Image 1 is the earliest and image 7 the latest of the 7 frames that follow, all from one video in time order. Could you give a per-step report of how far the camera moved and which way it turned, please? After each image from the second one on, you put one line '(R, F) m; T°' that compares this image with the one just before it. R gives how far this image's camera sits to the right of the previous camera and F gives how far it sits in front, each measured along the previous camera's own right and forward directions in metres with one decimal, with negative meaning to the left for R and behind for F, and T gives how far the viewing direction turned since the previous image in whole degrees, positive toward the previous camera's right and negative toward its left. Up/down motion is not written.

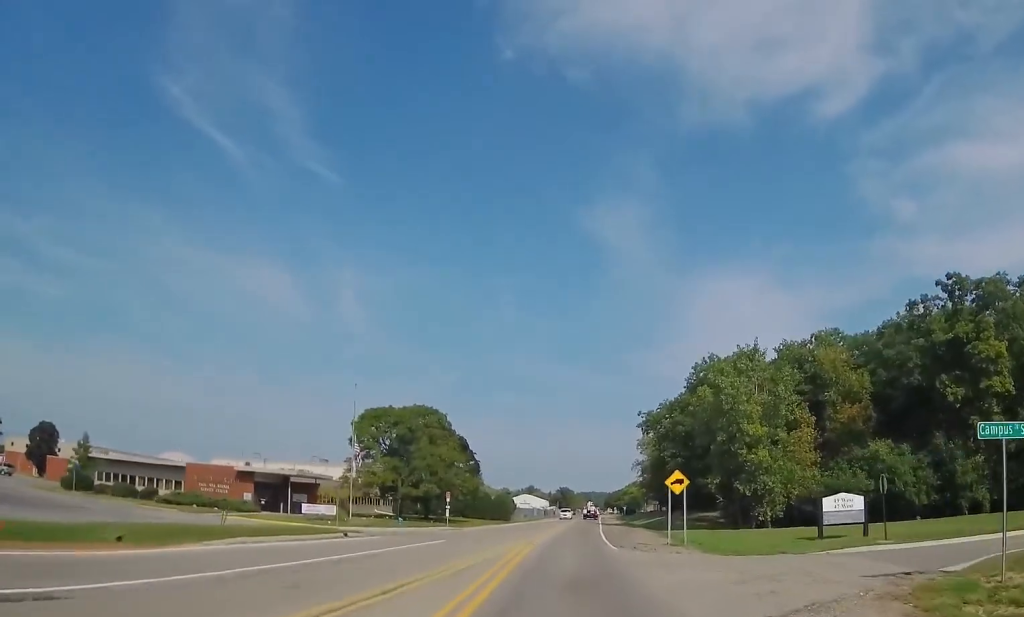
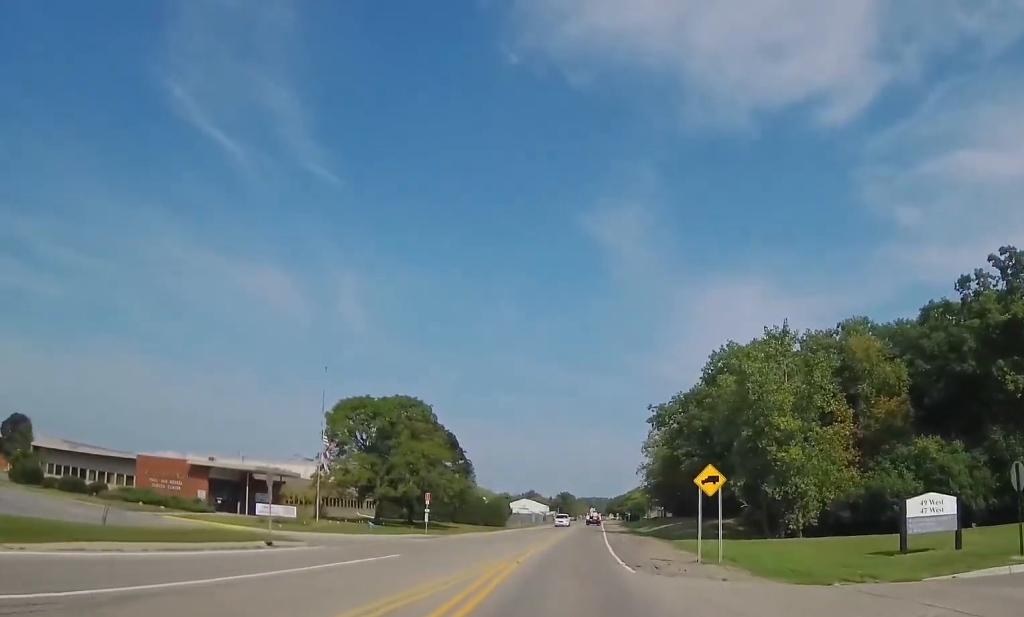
(0.0, +8.7) m; 0°
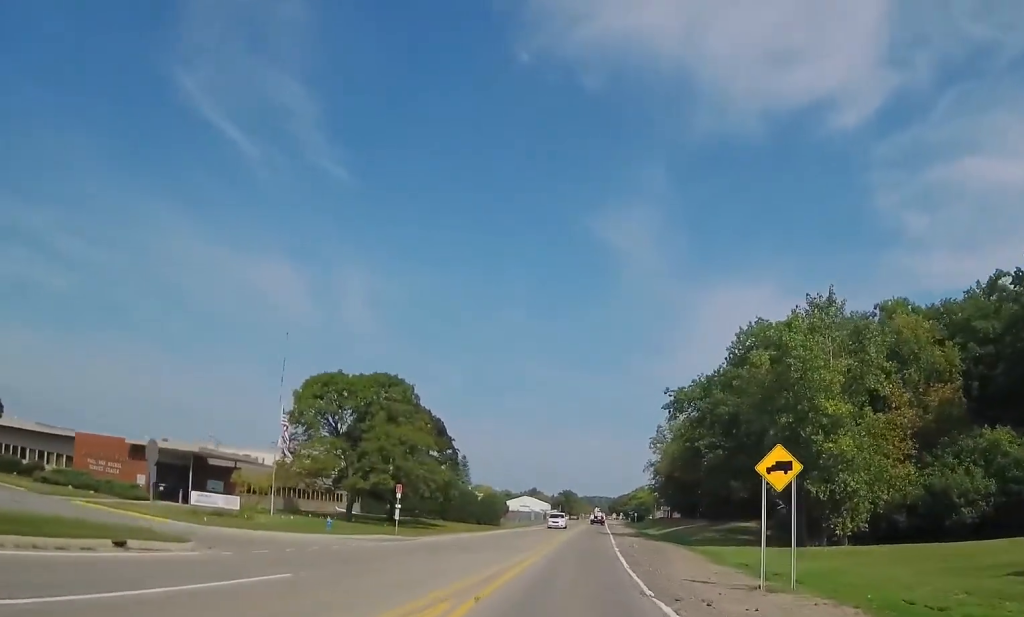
(0.0, +9.2) m; 0°
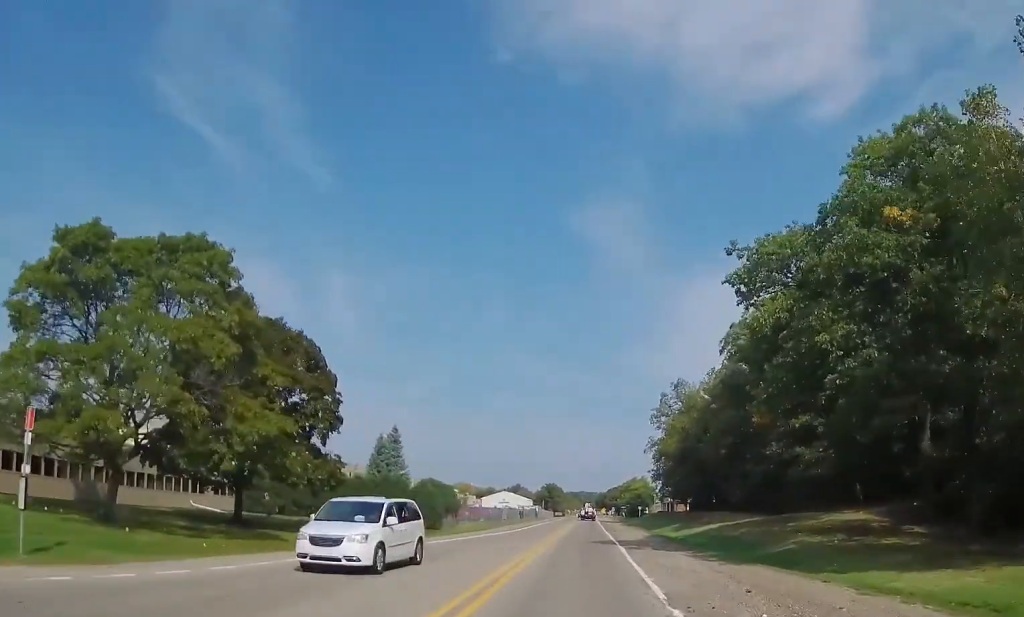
(-0.6, +29.9) m; -3°
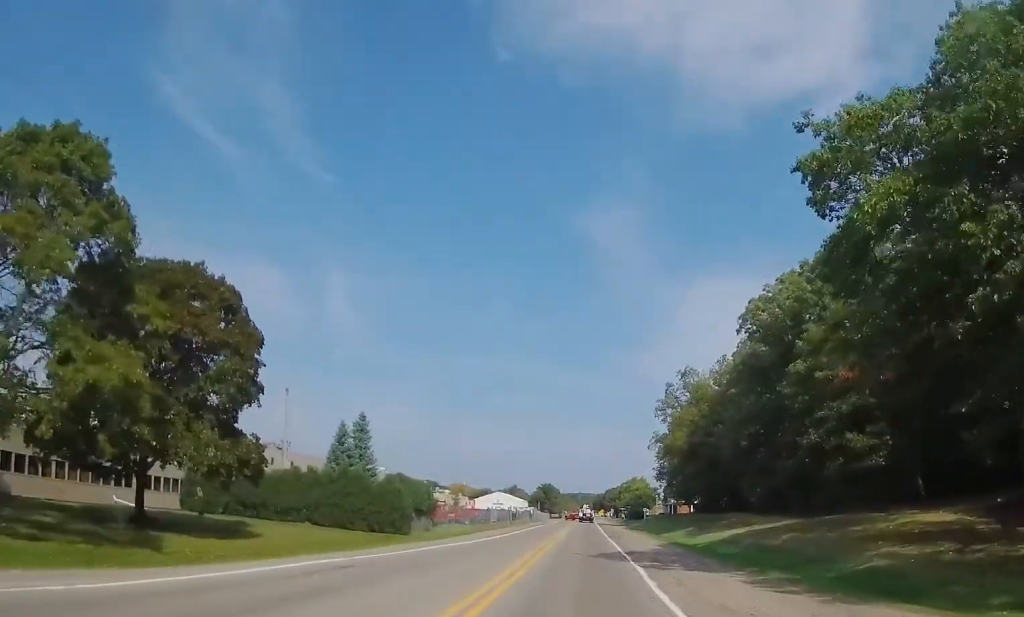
(-0.4, +9.8) m; 0°
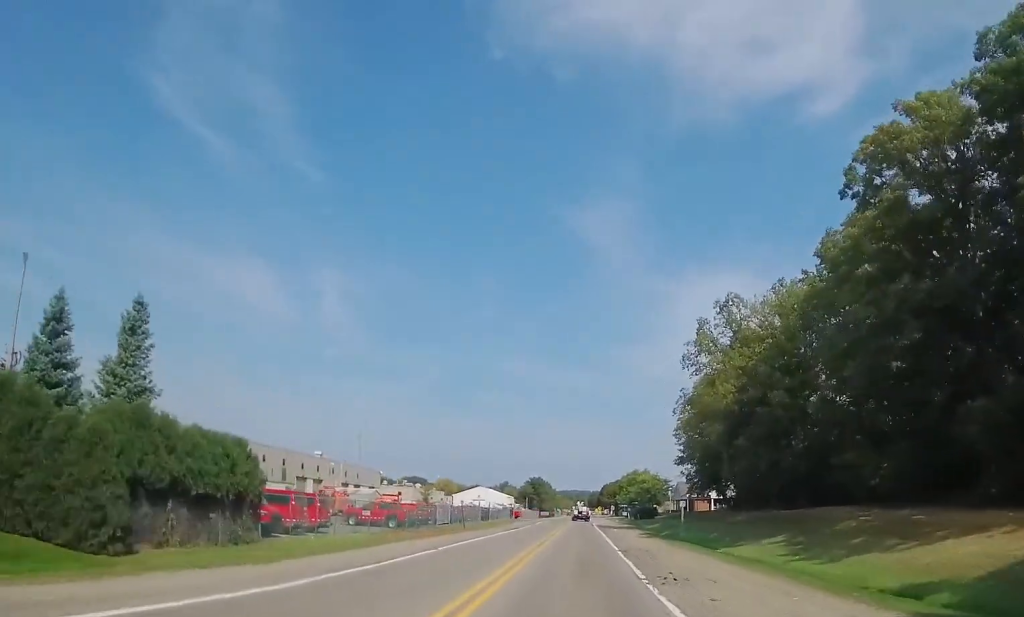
(+1.4, +31.2) m; +3°
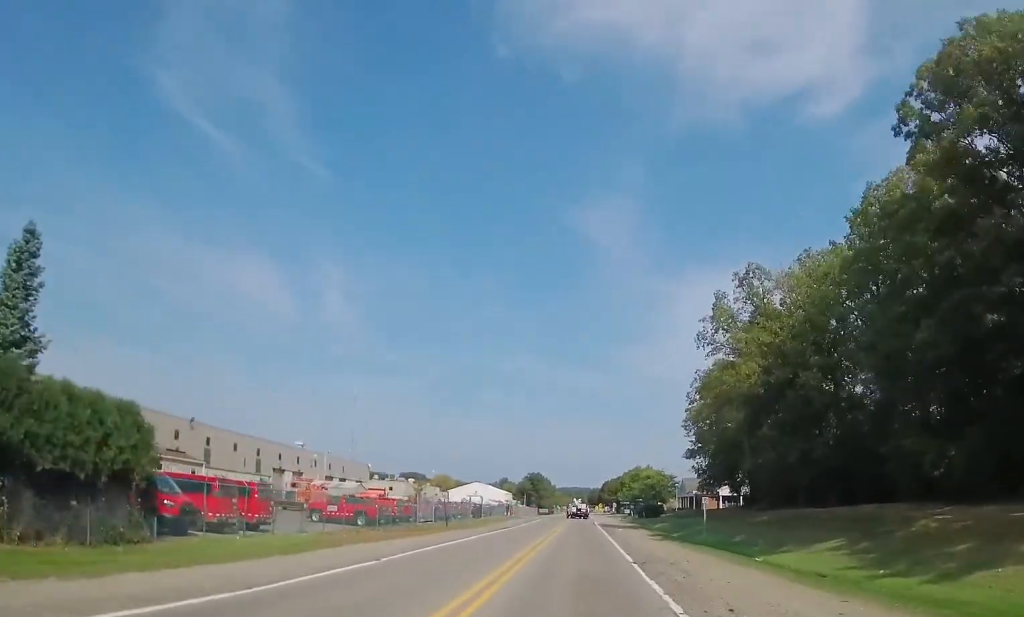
(0.0, +7.7) m; 0°
